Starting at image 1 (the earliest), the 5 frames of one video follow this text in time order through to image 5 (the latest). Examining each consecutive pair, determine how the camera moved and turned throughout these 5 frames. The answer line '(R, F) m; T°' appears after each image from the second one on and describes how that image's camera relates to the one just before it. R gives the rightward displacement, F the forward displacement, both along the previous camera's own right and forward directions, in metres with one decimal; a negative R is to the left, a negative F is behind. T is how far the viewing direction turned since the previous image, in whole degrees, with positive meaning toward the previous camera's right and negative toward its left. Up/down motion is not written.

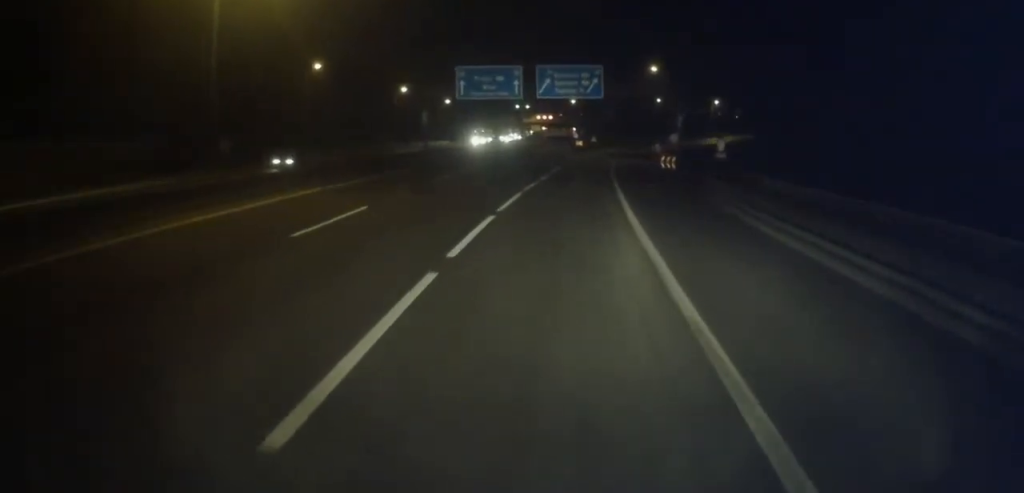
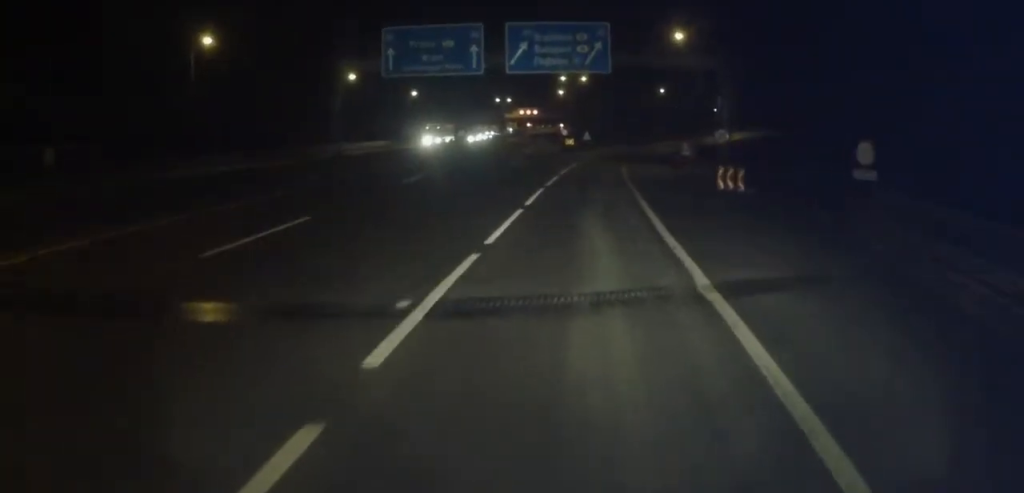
(+0.1, +22.2) m; +1°
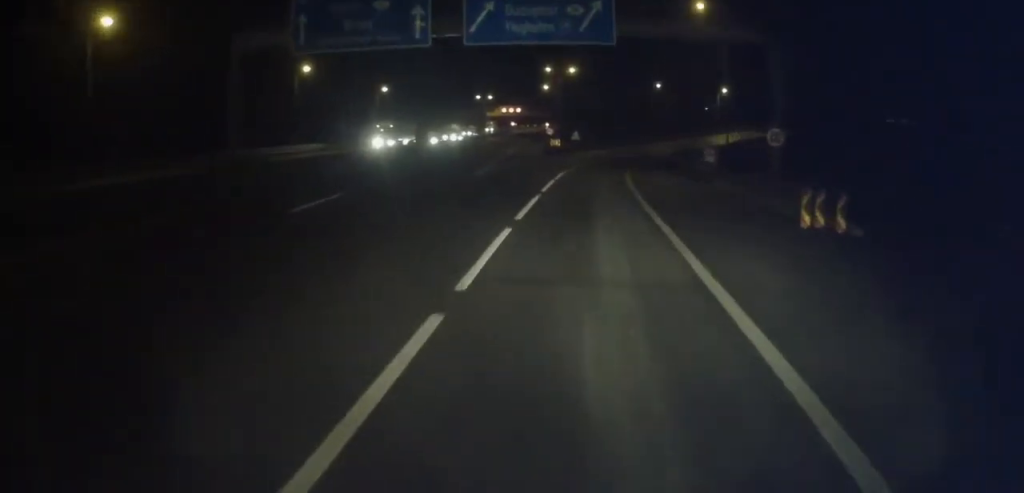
(+0.2, +12.8) m; +1°
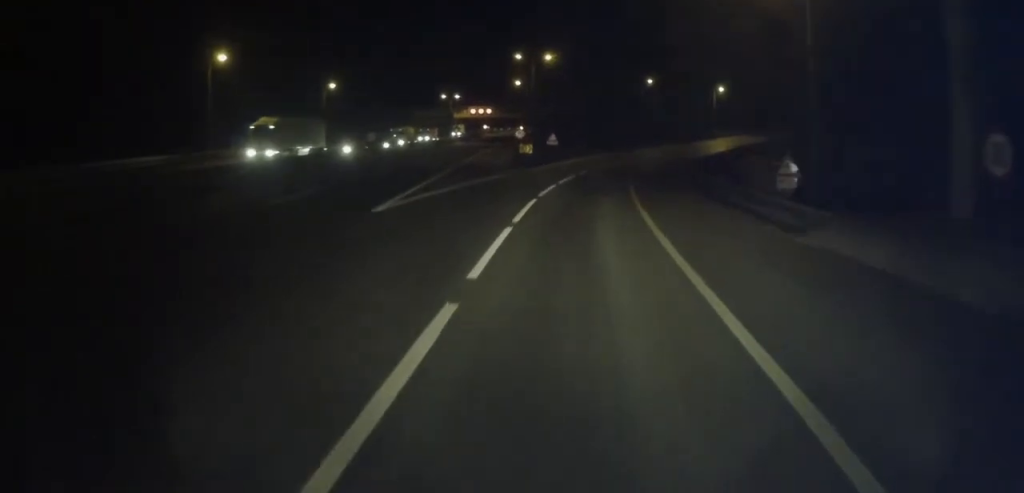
(+0.1, +17.7) m; +1°
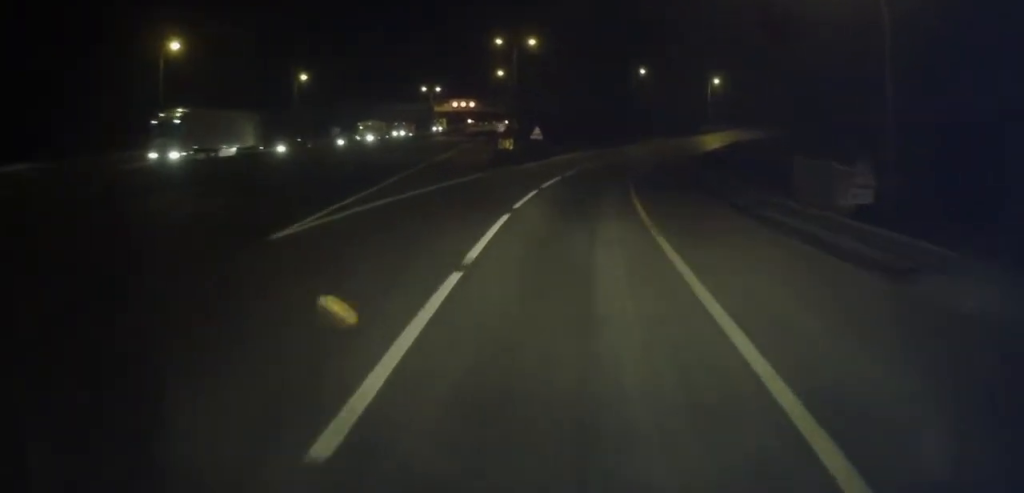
(0.0, +7.2) m; +1°
